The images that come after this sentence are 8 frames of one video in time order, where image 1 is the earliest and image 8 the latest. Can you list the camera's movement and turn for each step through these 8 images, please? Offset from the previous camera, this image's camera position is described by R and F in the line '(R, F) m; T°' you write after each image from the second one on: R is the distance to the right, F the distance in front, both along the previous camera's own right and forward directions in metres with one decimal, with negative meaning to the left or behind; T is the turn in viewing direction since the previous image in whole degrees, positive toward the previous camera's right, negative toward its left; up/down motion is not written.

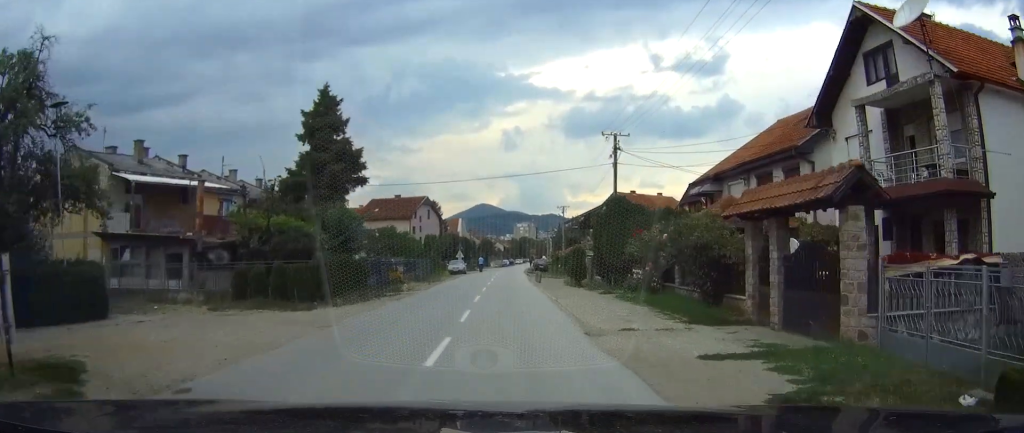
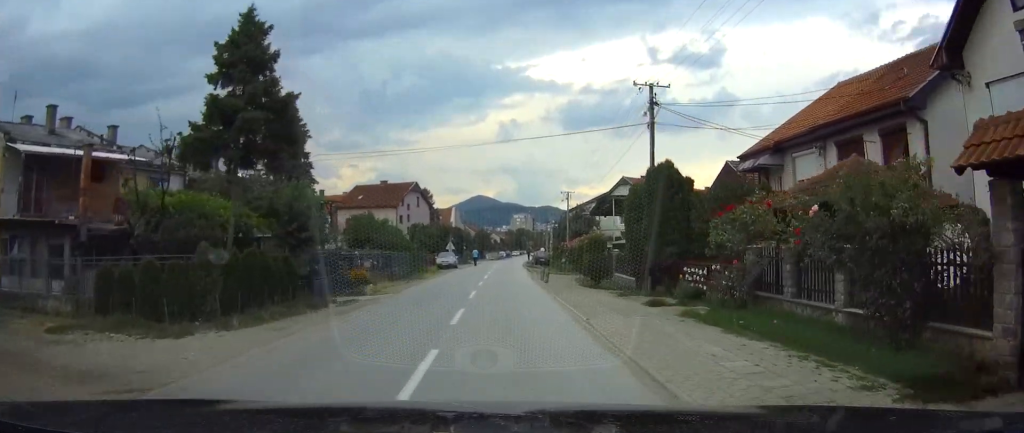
(0.0, +8.5) m; 0°
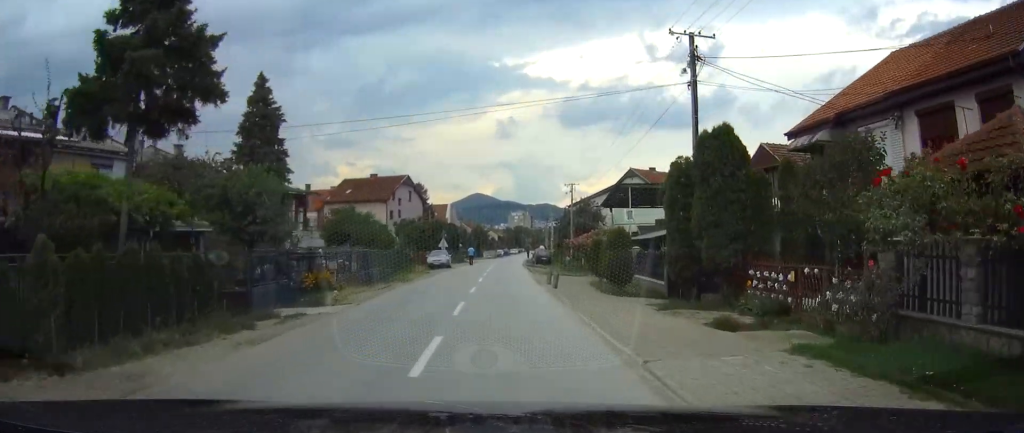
(0.0, +5.5) m; 0°
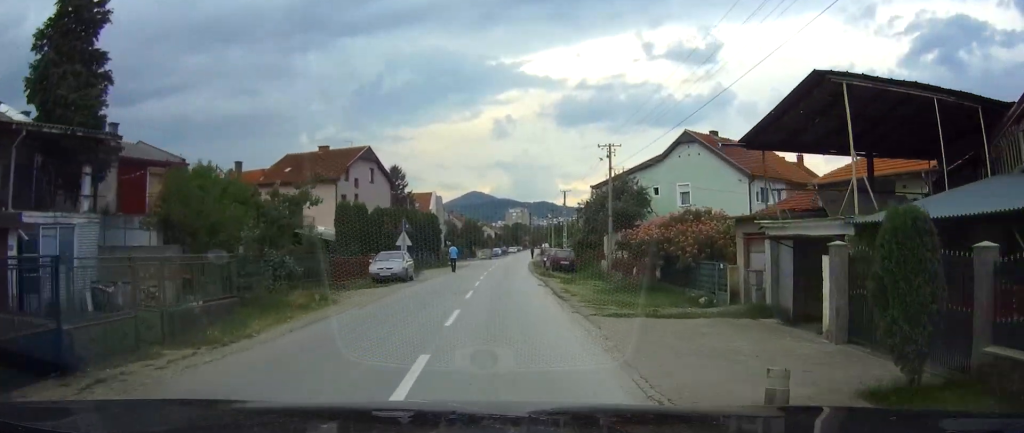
(+0.2, +21.9) m; +1°
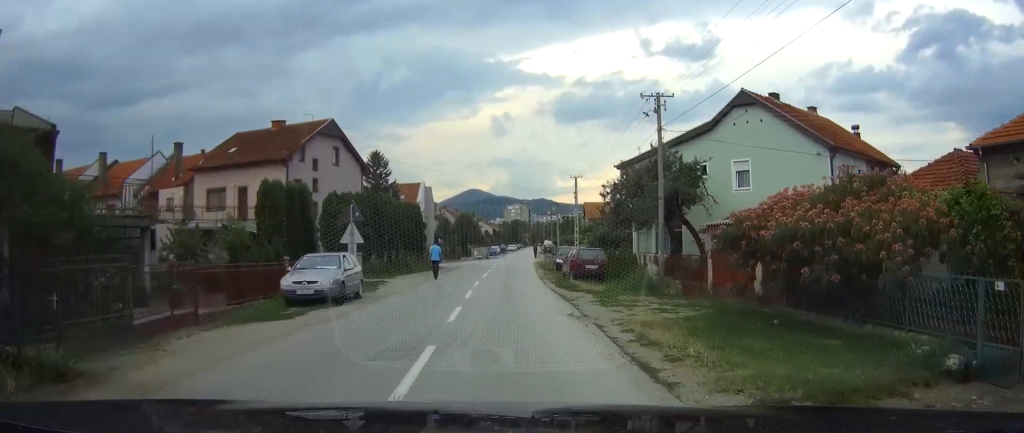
(+0.1, +12.0) m; 0°
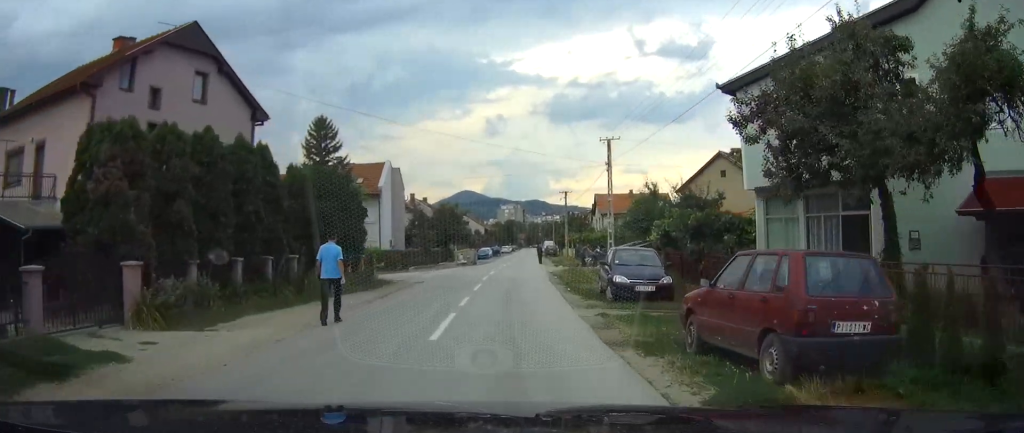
(-0.1, +21.0) m; 0°
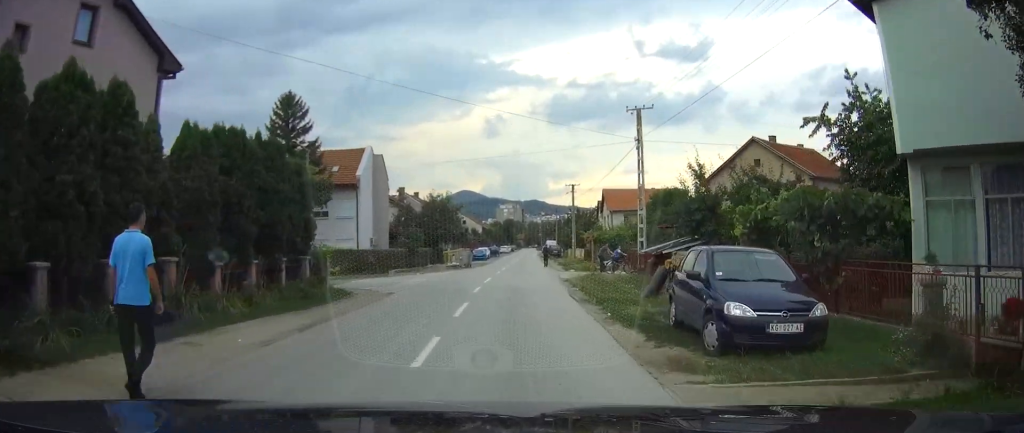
(+0.1, +8.6) m; +1°
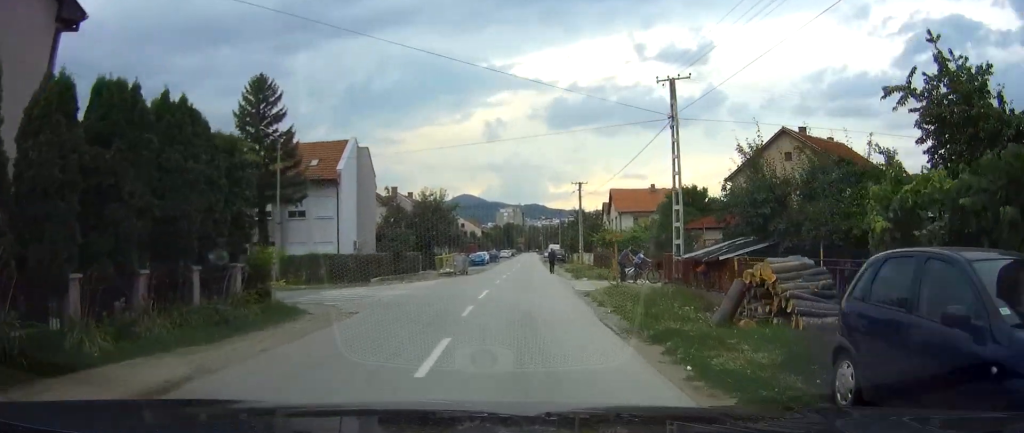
(0.0, +6.0) m; 0°
